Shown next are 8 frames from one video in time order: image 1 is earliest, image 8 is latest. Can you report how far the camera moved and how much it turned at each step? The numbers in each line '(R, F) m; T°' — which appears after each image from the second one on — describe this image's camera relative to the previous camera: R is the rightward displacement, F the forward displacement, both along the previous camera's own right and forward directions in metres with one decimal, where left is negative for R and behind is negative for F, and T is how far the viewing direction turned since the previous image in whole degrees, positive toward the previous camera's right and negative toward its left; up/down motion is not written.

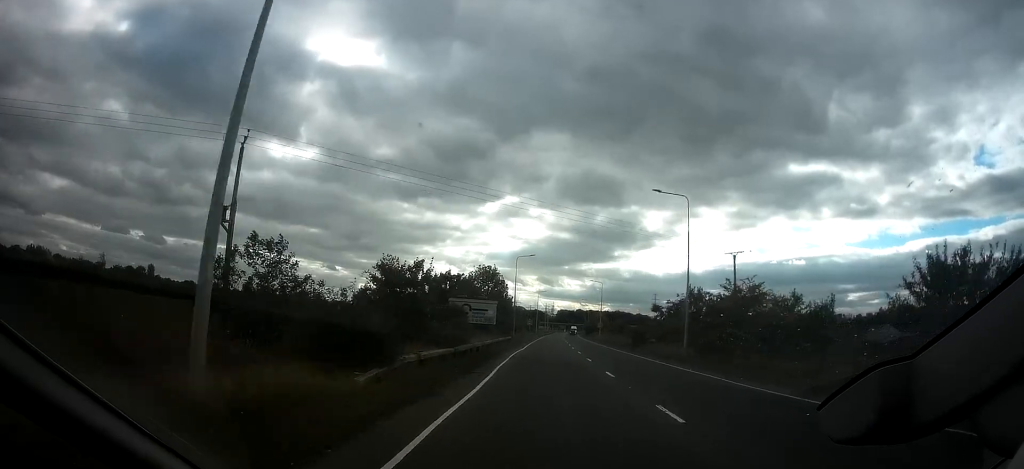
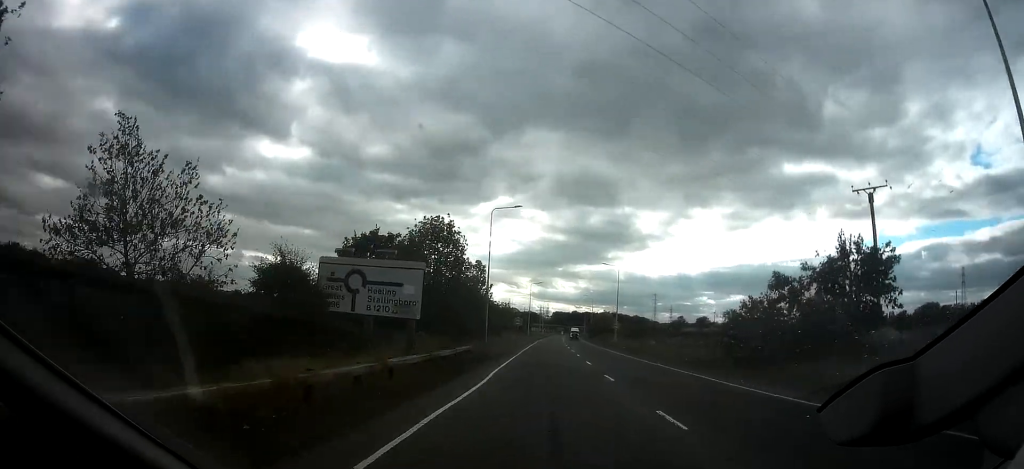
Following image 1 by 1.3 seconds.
(+0.4, +27.6) m; +1°
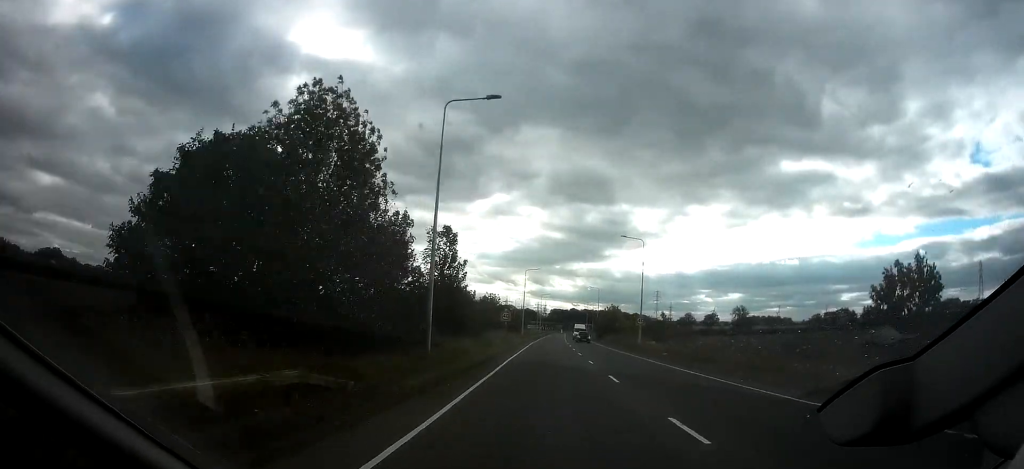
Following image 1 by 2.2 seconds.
(-0.2, +19.5) m; 0°
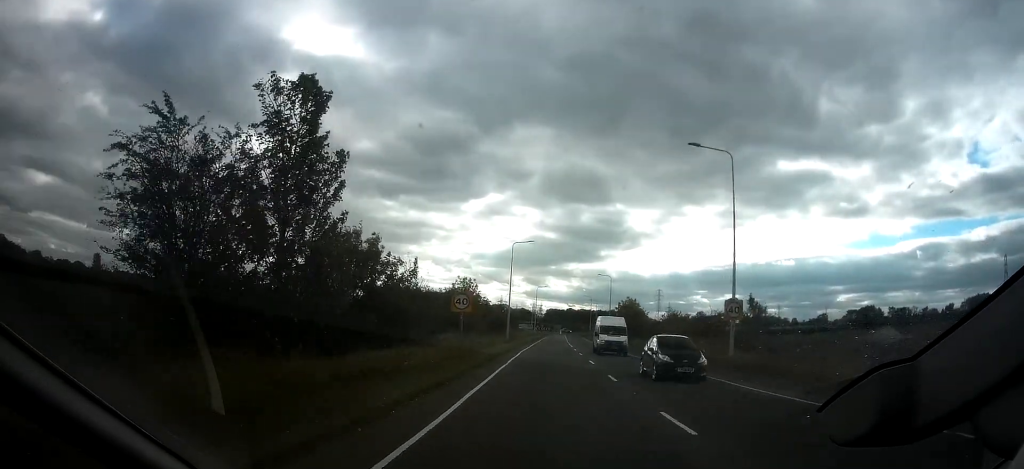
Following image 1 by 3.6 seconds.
(+0.1, +26.4) m; 0°
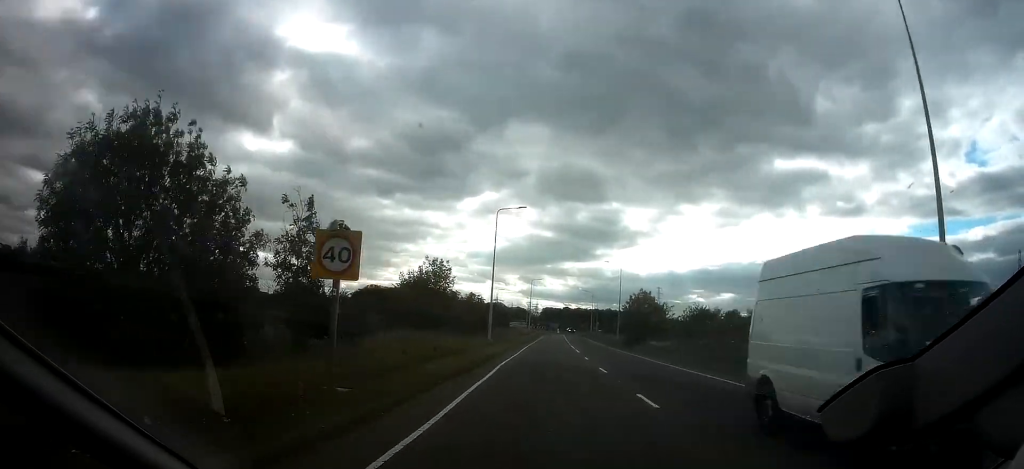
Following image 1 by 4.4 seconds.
(-0.1, +15.0) m; +1°
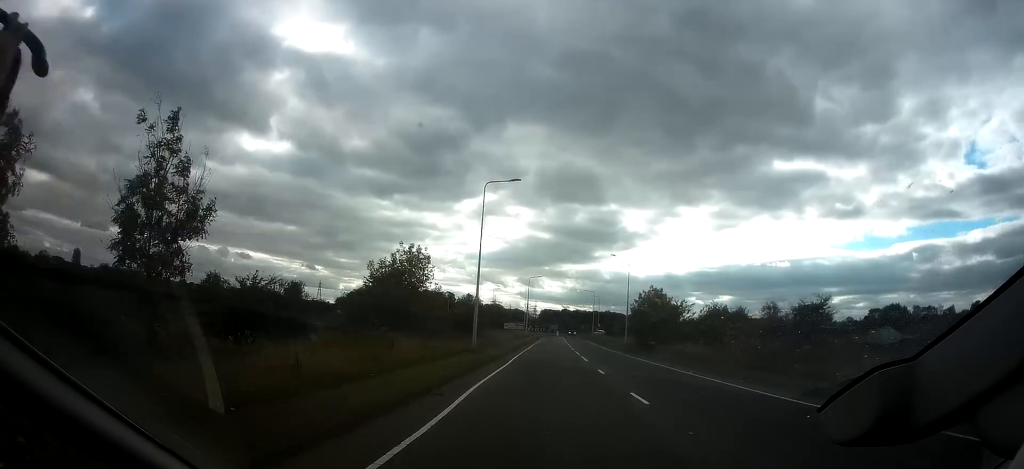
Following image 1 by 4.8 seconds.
(+0.1, +7.9) m; 0°
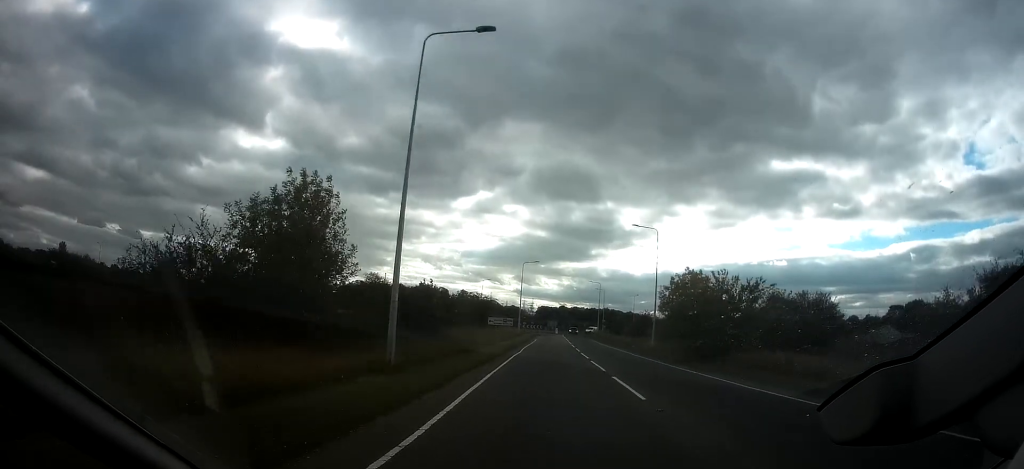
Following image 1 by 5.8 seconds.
(+0.1, +17.2) m; 0°
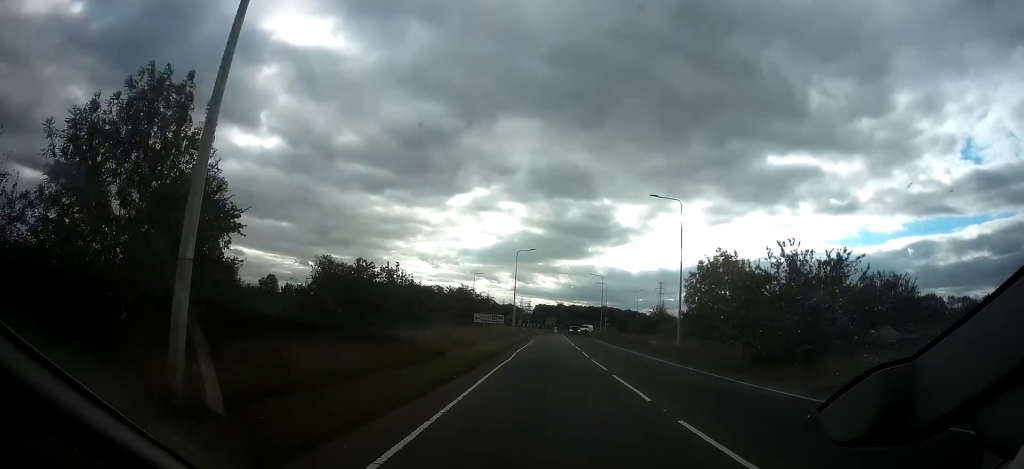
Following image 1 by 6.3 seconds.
(0.0, +9.3) m; 0°
